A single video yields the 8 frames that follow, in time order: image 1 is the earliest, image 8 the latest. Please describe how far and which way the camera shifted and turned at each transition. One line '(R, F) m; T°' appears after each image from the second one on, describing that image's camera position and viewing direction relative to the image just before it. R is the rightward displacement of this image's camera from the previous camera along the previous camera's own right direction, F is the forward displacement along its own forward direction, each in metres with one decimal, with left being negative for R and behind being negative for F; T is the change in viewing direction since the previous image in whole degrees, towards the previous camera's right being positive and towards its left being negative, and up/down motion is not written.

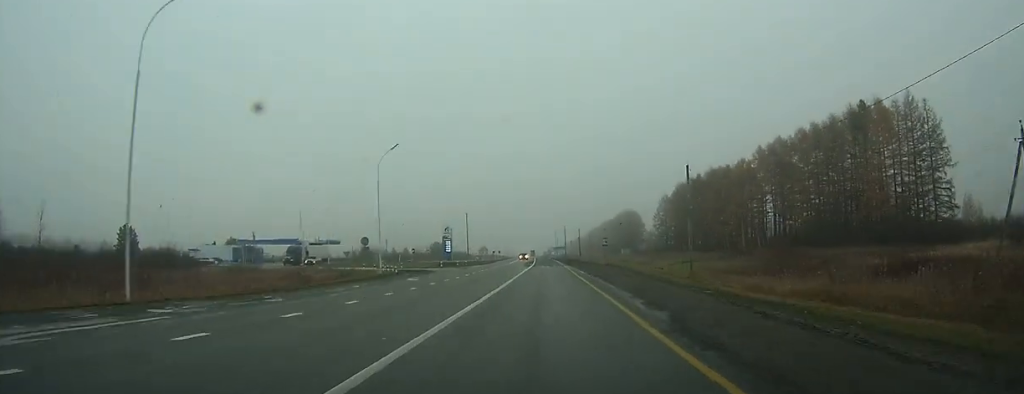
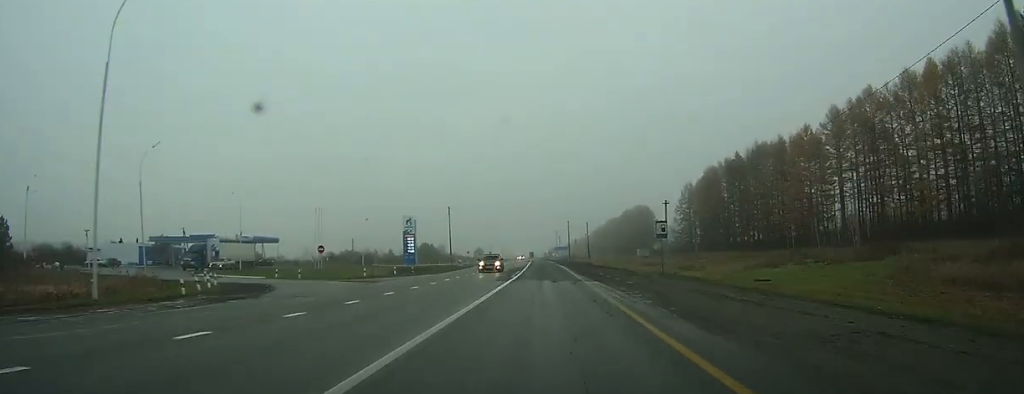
(0.0, +35.5) m; 0°
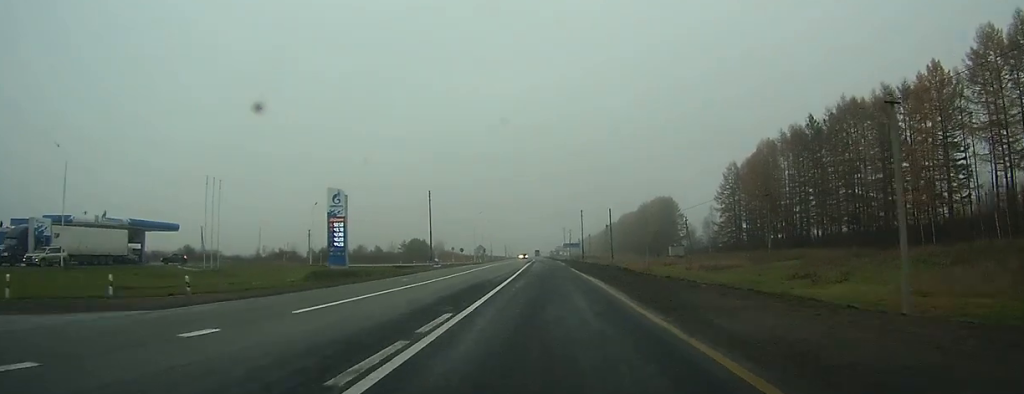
(-0.1, +35.6) m; 0°
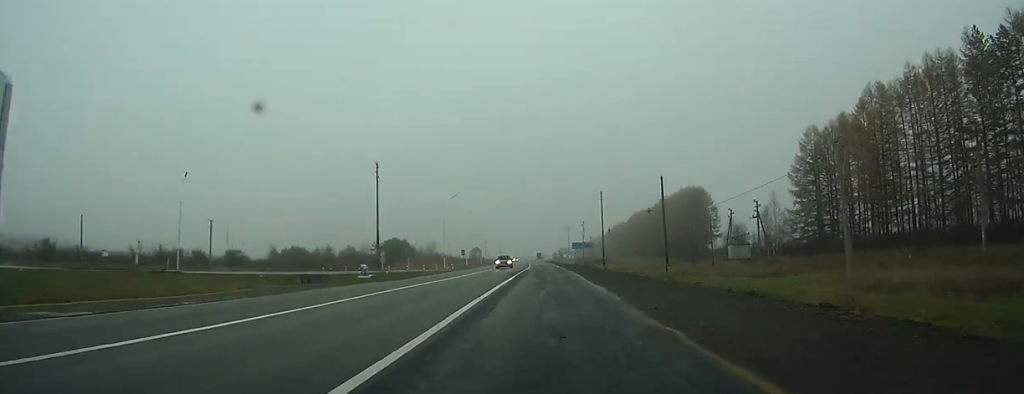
(-0.3, +41.7) m; -1°
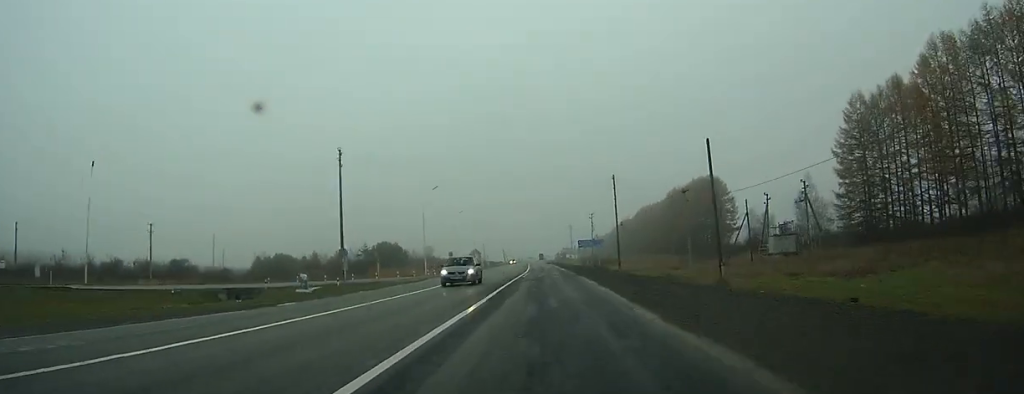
(-0.1, +16.2) m; 0°
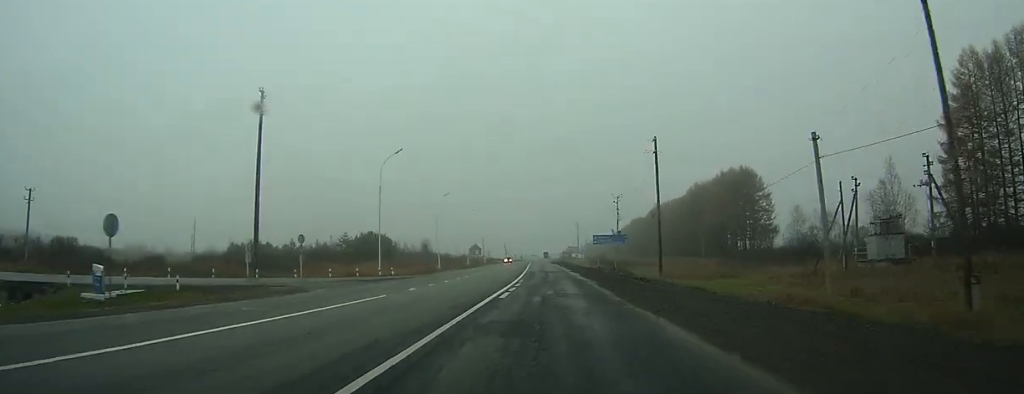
(-0.1, +23.5) m; 0°
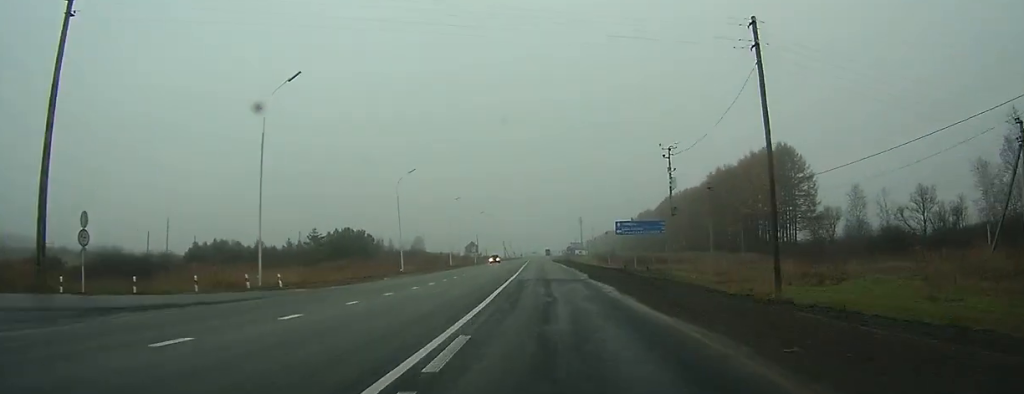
(-0.1, +24.4) m; 0°
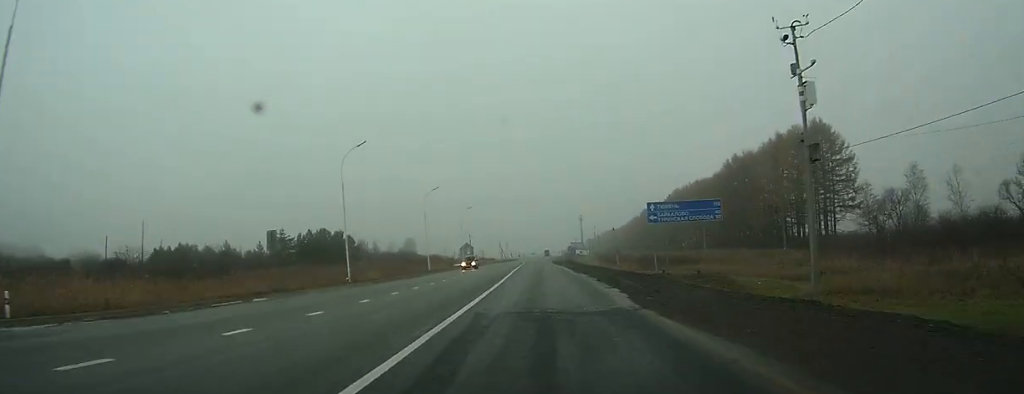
(0.0, +18.2) m; 0°
